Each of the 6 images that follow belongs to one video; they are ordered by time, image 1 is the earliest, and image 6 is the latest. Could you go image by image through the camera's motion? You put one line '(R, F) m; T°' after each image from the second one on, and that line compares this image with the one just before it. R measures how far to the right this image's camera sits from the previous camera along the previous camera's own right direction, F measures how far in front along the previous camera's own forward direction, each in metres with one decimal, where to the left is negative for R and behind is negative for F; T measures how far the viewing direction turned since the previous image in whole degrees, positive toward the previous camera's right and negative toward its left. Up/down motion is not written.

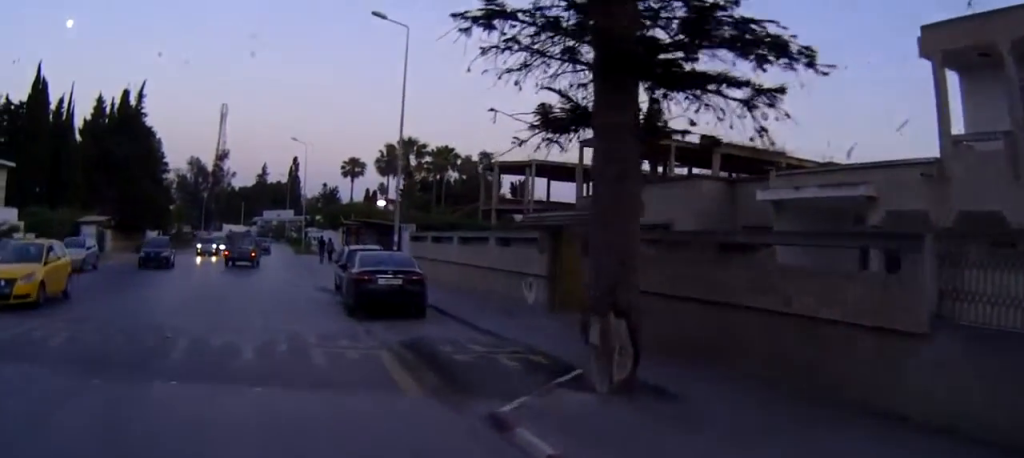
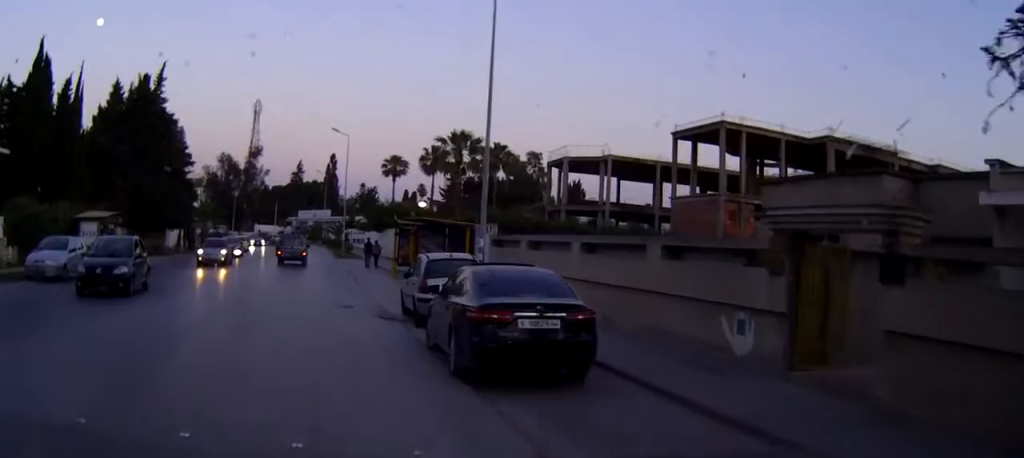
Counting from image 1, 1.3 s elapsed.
(-0.5, +7.2) m; -3°
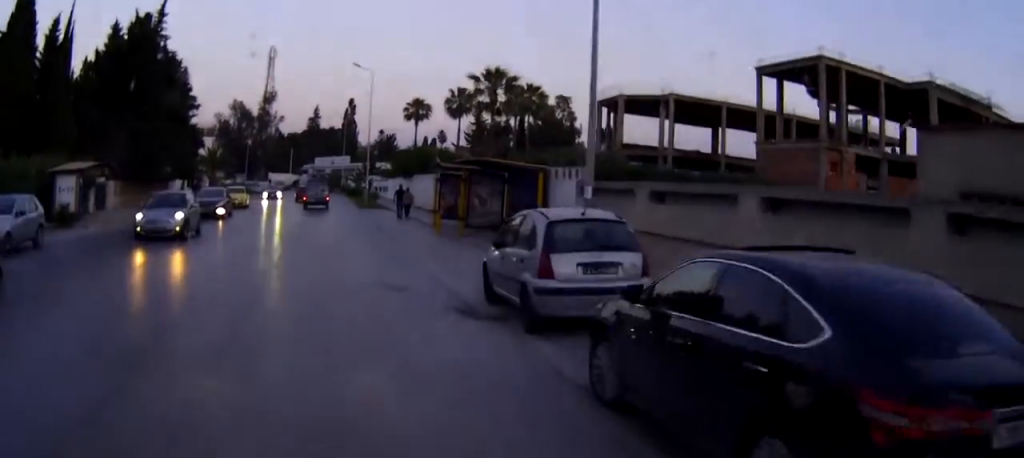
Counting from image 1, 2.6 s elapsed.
(+0.1, +6.6) m; +1°
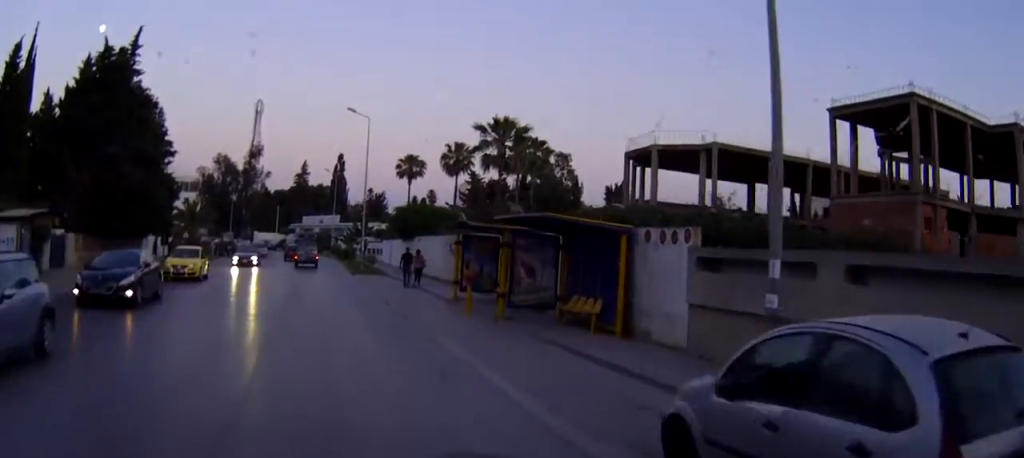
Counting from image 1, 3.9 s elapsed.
(+0.1, +6.2) m; 0°
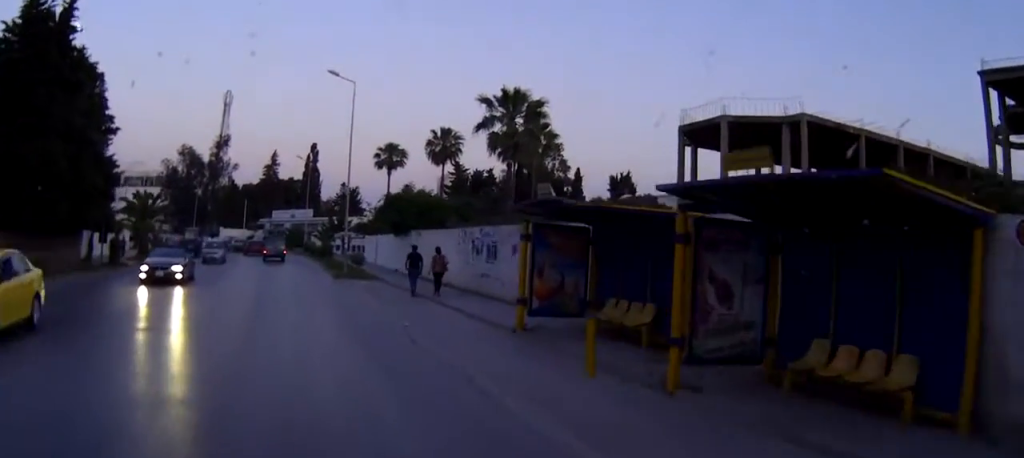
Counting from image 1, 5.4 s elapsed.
(-0.1, +9.6) m; -1°
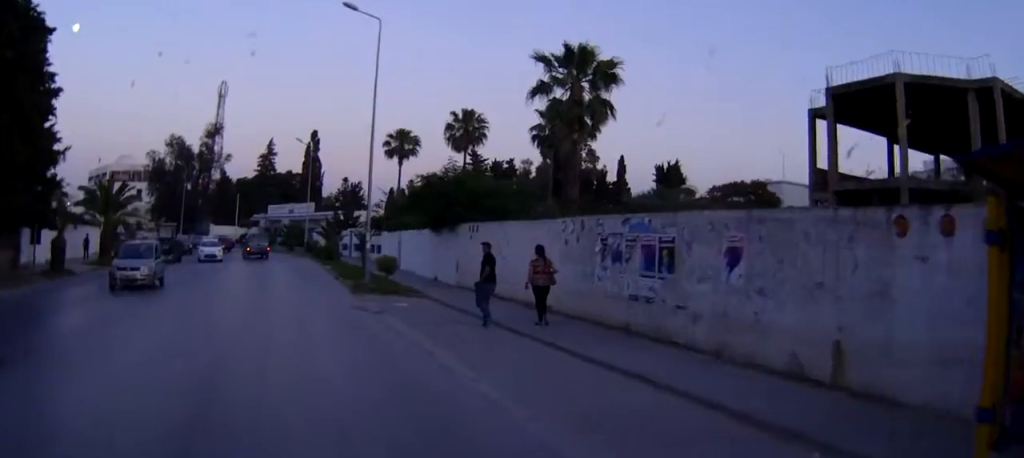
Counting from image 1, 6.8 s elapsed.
(0.0, +11.1) m; 0°
